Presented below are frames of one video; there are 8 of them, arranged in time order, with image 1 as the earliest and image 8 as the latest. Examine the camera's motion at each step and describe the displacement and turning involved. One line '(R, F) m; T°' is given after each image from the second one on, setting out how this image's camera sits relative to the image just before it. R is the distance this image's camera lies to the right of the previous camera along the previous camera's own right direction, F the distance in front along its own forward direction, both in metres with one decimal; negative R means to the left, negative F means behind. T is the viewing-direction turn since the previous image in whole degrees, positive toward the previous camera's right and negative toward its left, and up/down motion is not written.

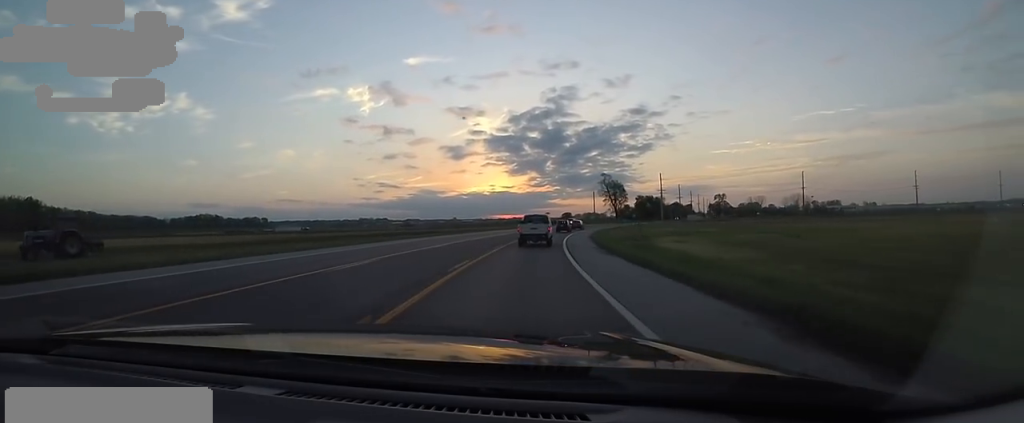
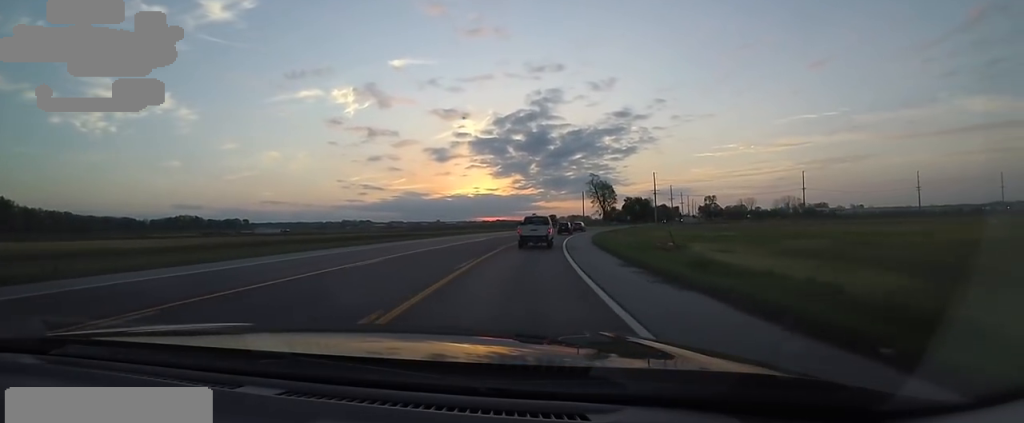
(+0.7, +10.1) m; +3°
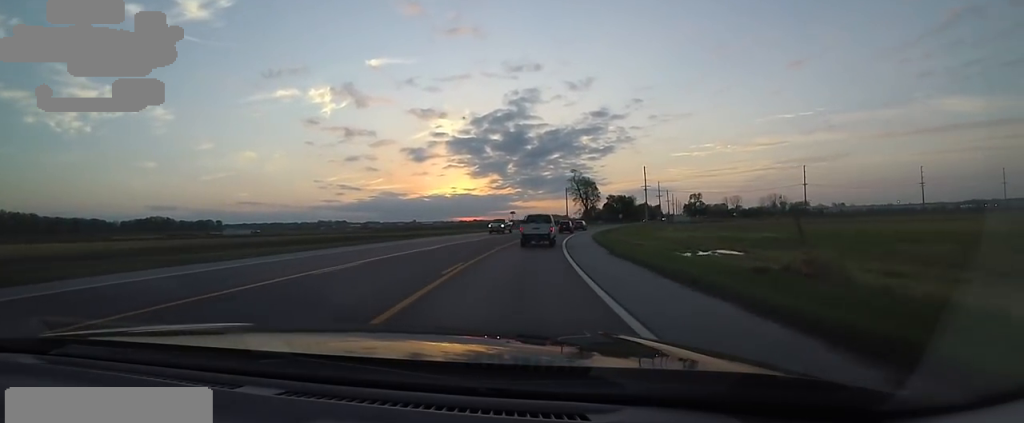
(-0.1, +14.7) m; +2°
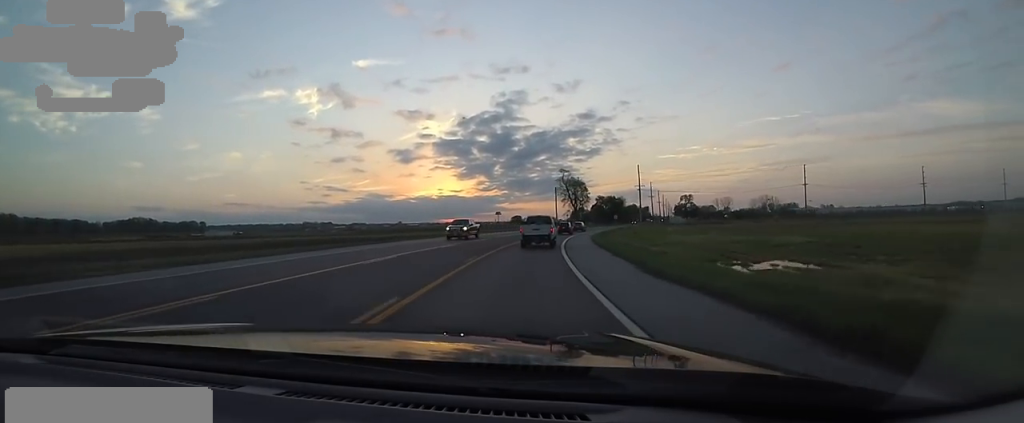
(-0.2, +7.6) m; +1°
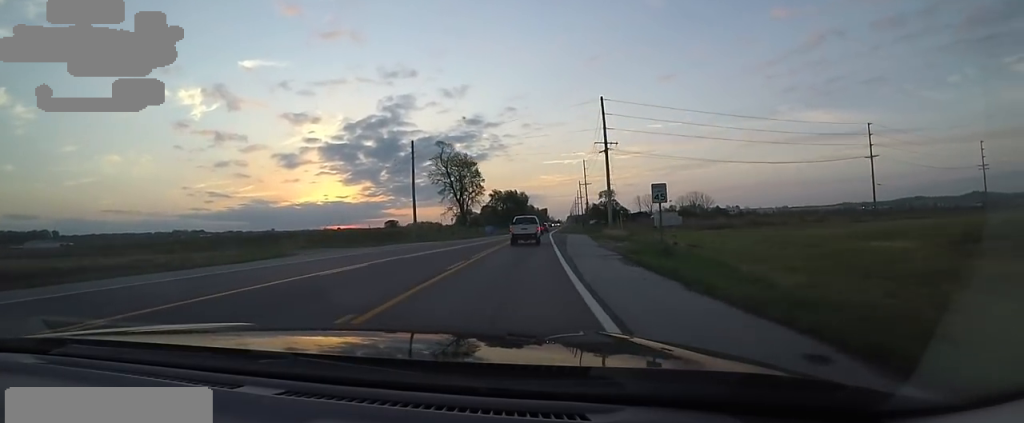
(+9.8, +70.5) m; +17°
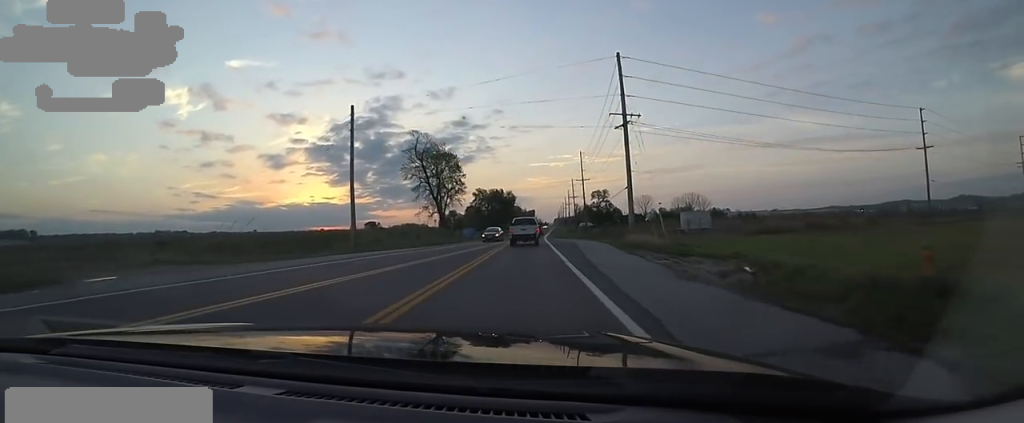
(+1.0, +15.7) m; +1°
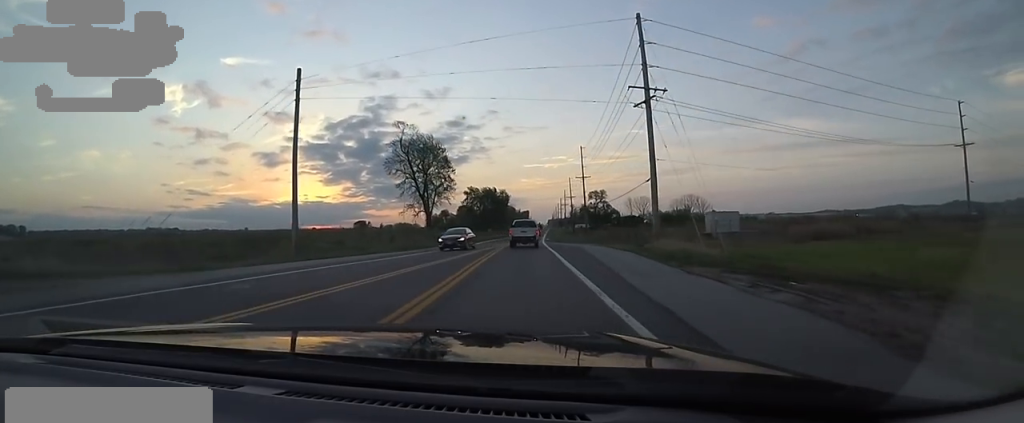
(+0.4, +8.6) m; 0°
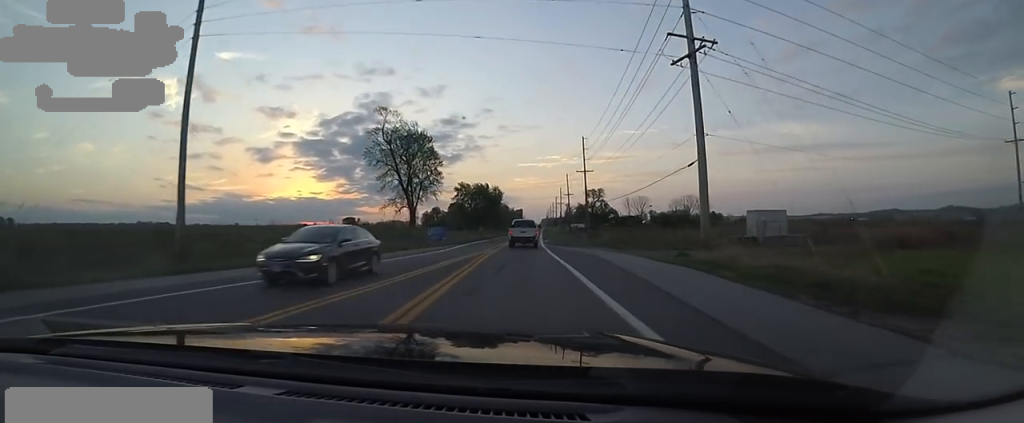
(-0.7, +9.4) m; 0°
